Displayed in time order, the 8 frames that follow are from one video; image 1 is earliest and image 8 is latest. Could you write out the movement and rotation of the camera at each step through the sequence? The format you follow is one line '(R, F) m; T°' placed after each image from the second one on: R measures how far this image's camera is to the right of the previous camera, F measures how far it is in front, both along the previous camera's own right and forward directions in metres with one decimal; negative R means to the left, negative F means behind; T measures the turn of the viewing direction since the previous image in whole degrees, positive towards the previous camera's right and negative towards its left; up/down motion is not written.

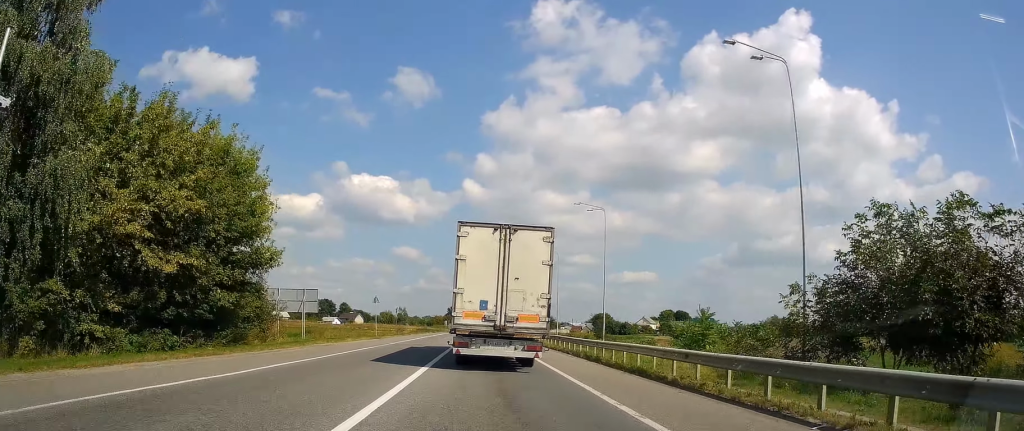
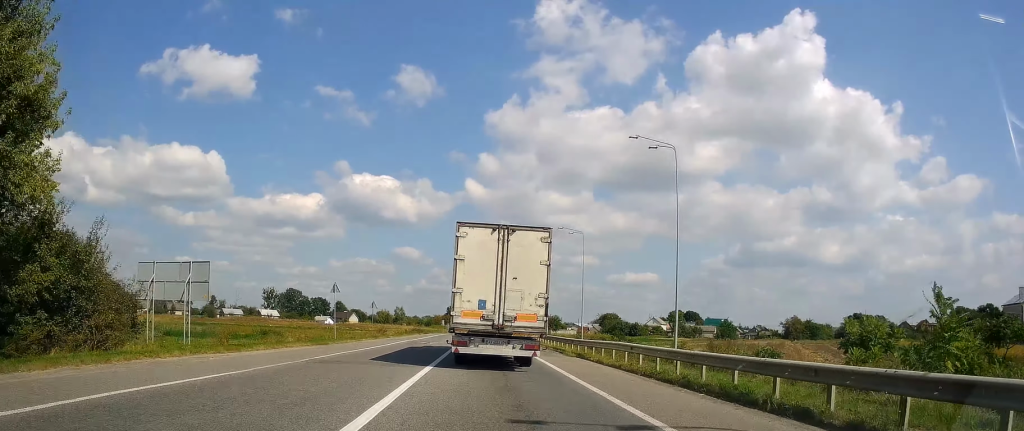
(-0.5, +17.0) m; -3°
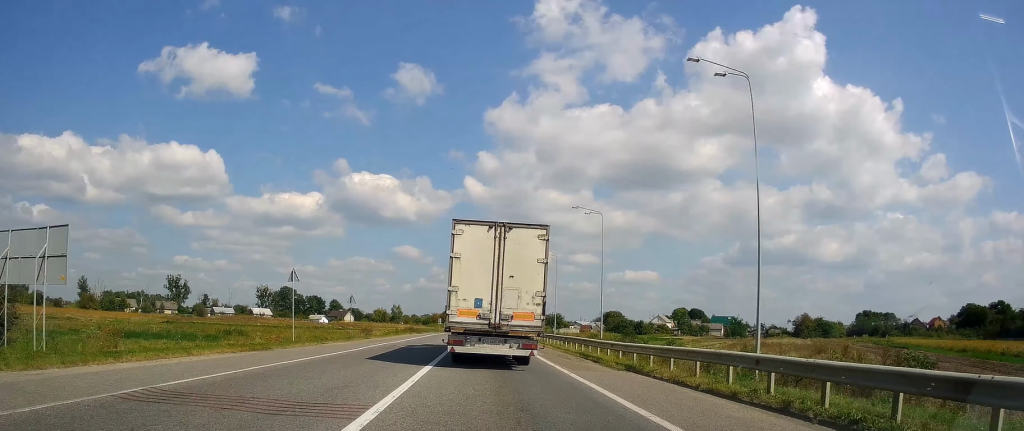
(-0.1, +9.5) m; 0°
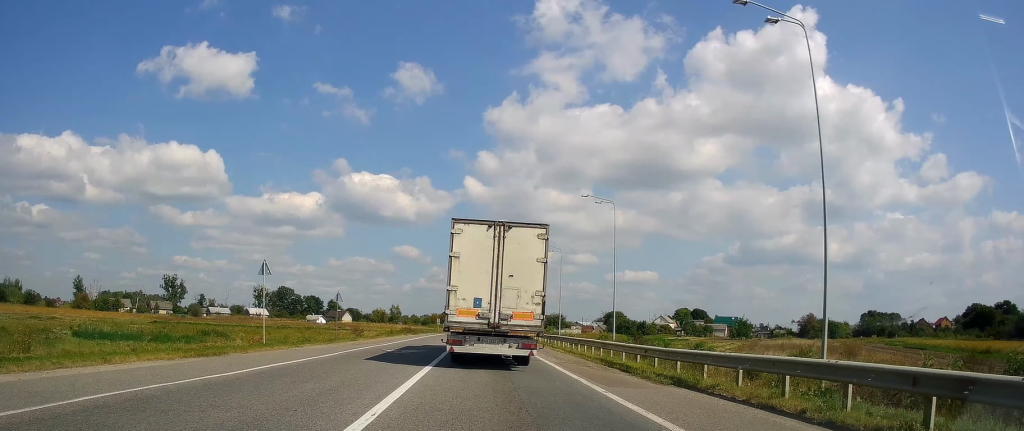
(-0.1, +4.9) m; 0°
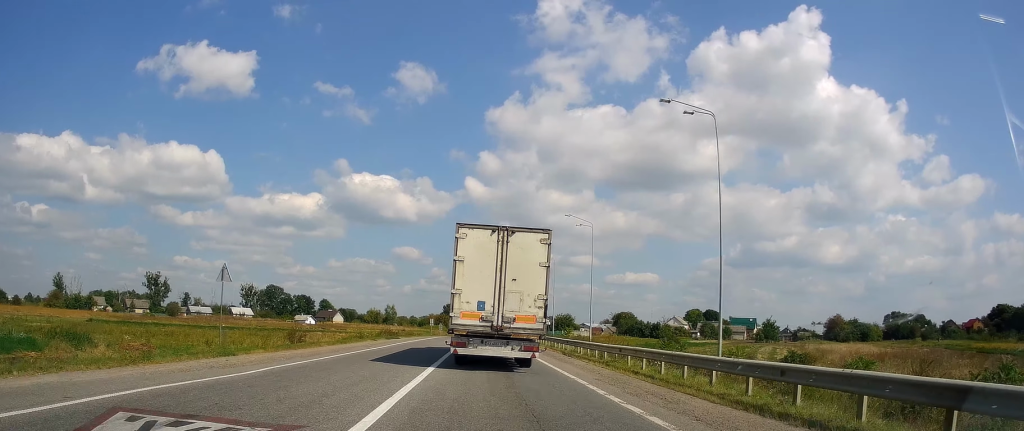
(+0.2, +21.0) m; -1°
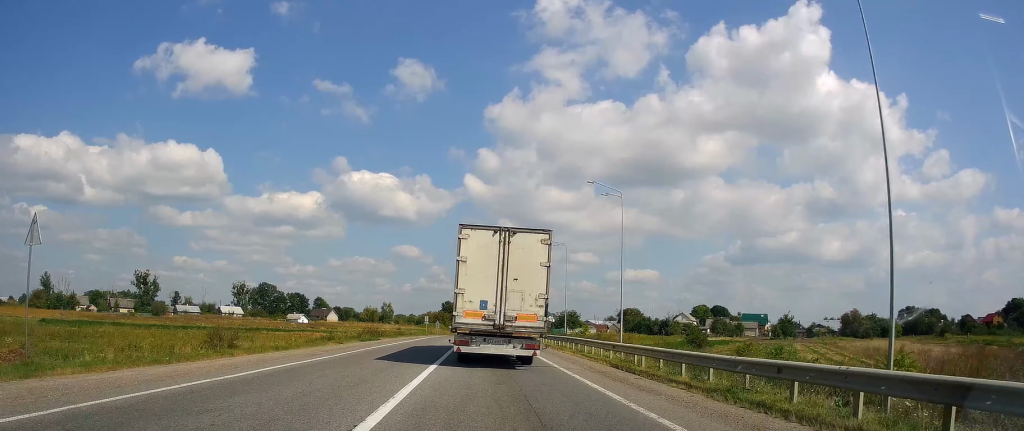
(-0.2, +12.1) m; 0°
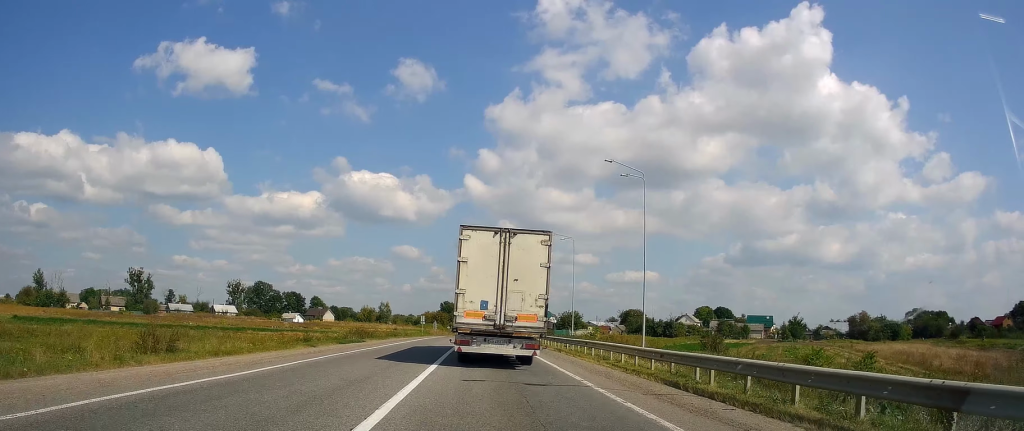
(-0.1, +6.0) m; +1°
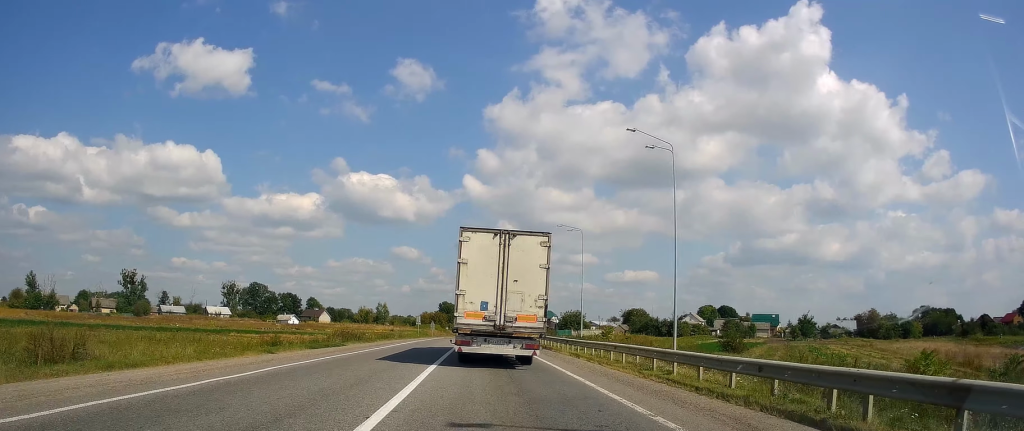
(+0.2, +6.0) m; 0°
